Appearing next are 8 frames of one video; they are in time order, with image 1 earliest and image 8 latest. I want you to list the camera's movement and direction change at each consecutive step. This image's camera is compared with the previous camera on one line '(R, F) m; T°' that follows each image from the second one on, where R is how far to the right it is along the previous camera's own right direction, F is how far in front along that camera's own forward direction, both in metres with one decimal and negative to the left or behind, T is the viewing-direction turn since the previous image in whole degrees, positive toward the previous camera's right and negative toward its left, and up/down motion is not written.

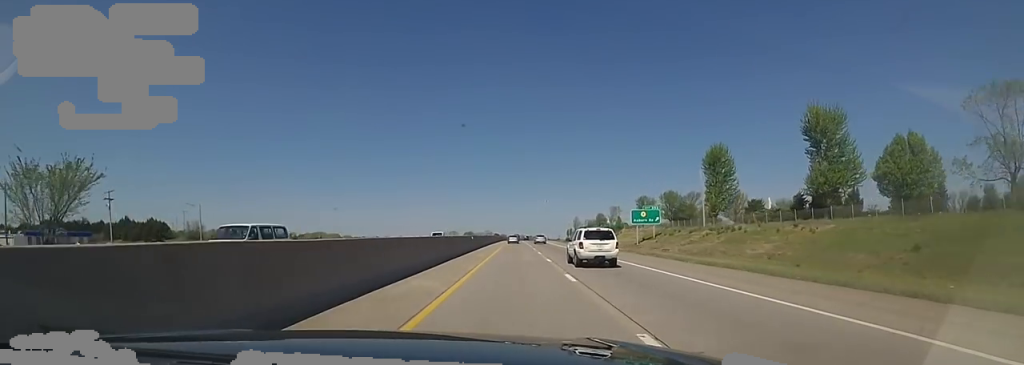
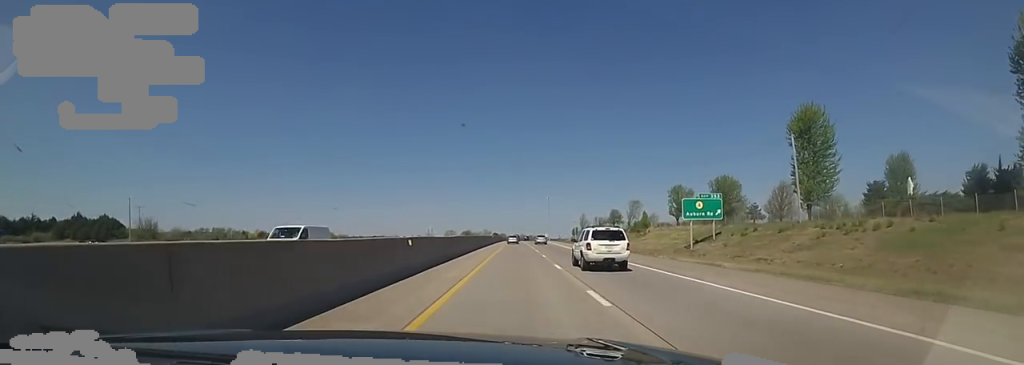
(0.0, +24.8) m; 0°
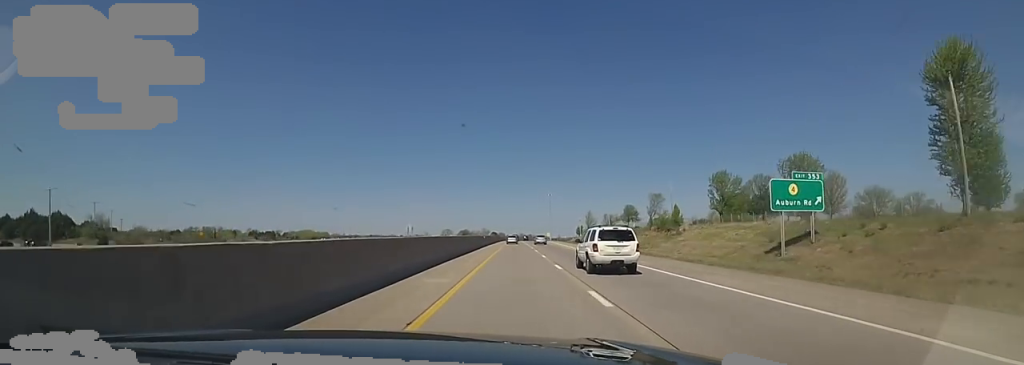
(0.0, +20.0) m; 0°
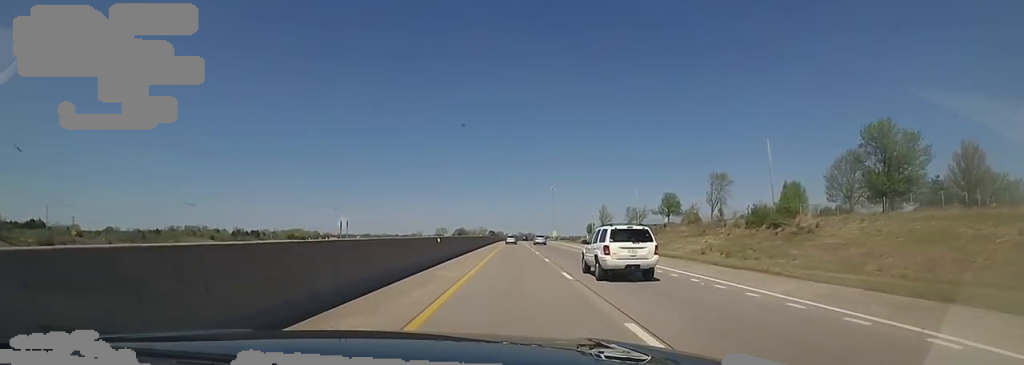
(0.0, +34.3) m; 0°
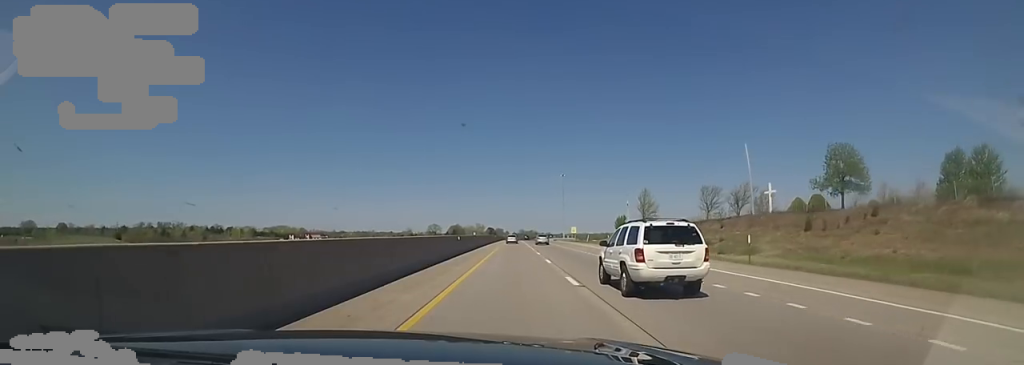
(0.0, +52.2) m; 0°
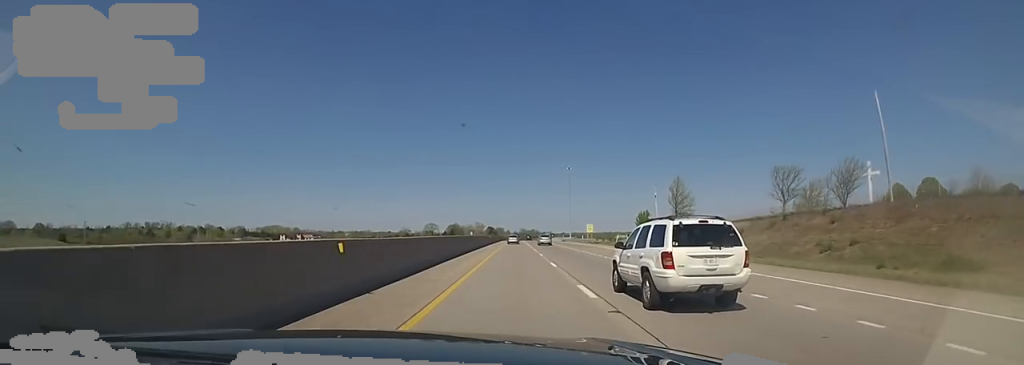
(0.0, +22.6) m; 0°
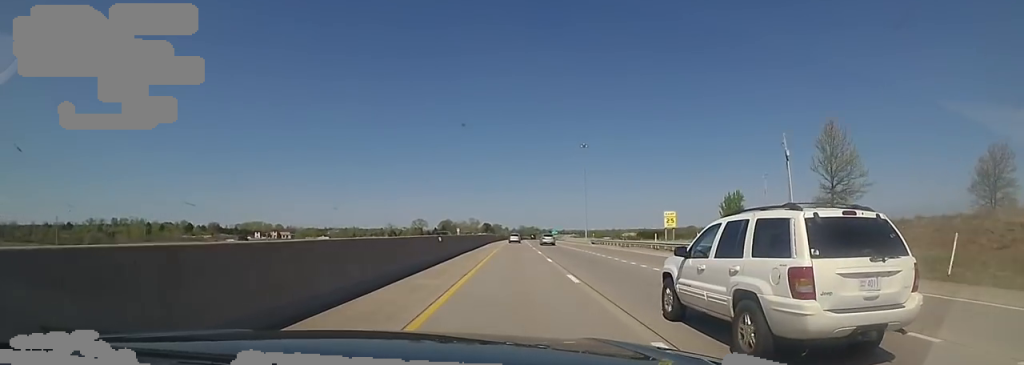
(0.0, +47.2) m; 0°
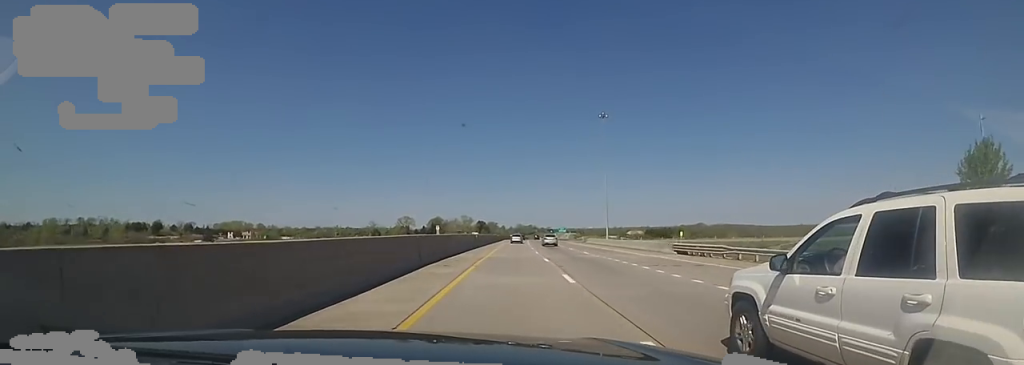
(0.0, +39.8) m; 0°
